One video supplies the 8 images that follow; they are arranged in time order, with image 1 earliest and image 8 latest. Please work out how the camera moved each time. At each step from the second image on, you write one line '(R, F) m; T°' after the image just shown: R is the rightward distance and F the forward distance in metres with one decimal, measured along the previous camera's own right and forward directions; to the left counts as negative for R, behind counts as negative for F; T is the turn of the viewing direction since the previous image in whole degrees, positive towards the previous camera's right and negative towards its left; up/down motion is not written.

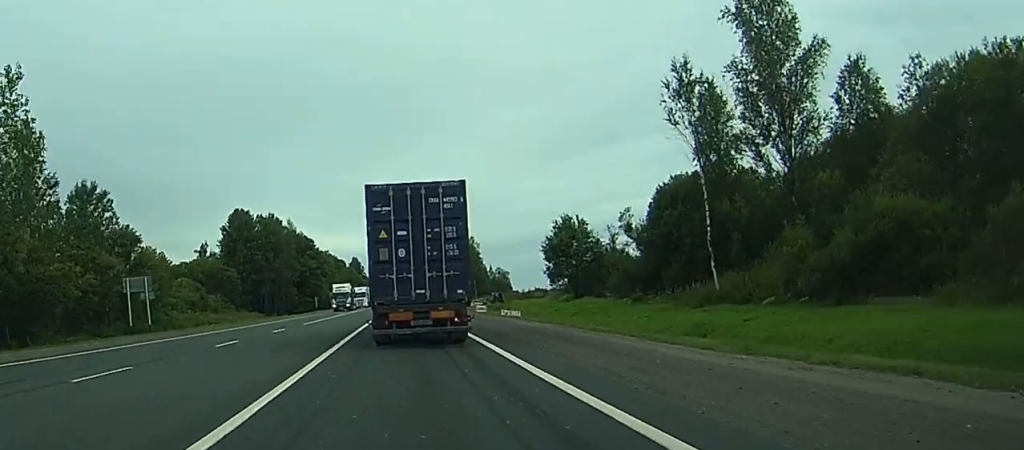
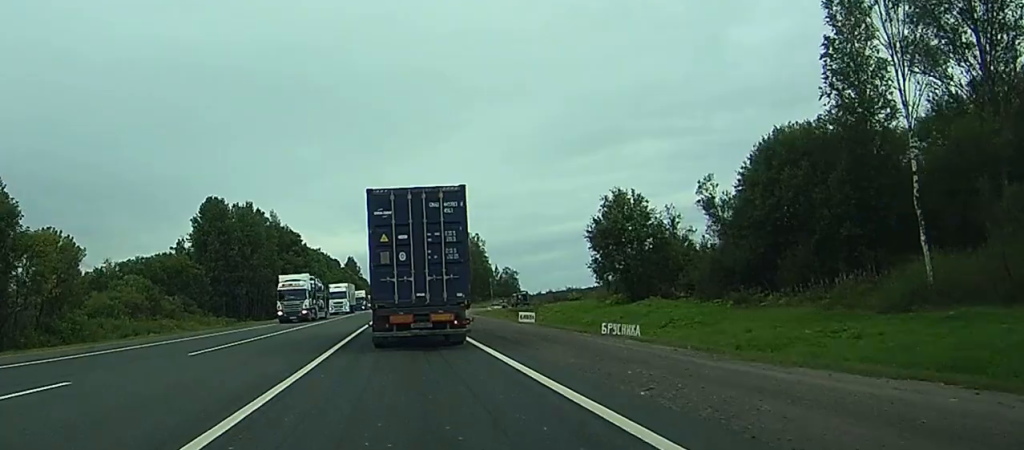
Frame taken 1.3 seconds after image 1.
(0.0, +27.3) m; 0°
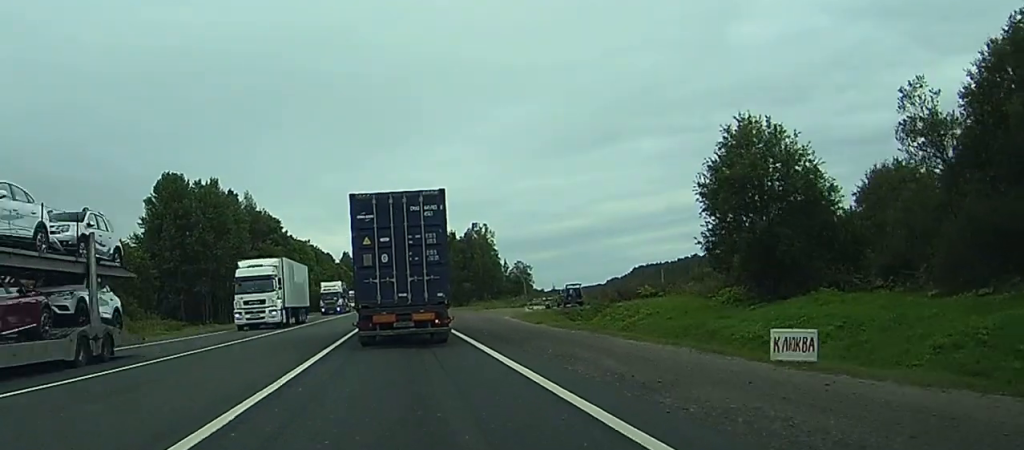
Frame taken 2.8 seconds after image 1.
(-0.1, +31.8) m; 0°
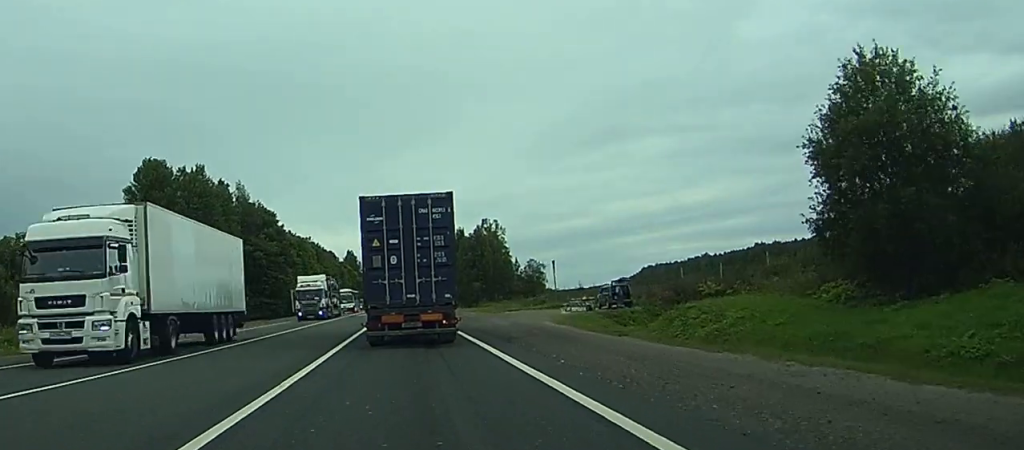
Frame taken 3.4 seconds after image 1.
(0.0, +13.9) m; 0°
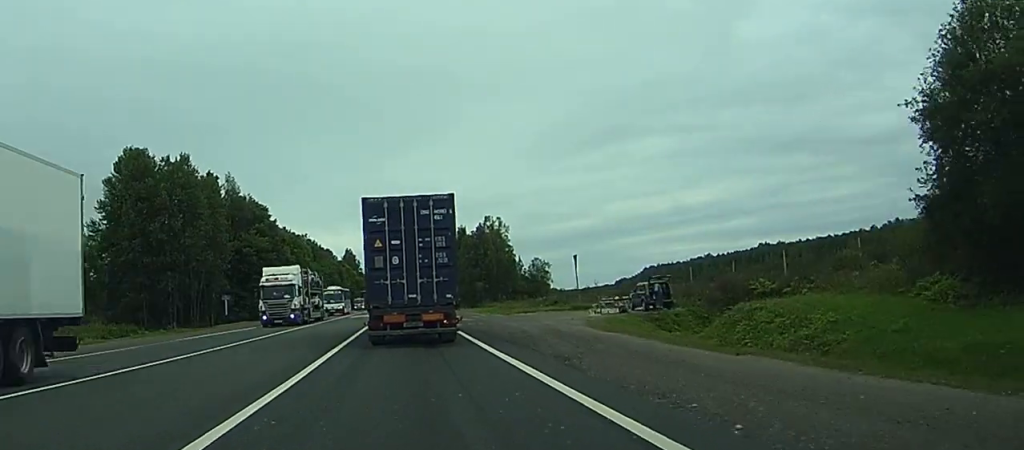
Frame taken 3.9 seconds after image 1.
(0.0, +9.0) m; 0°
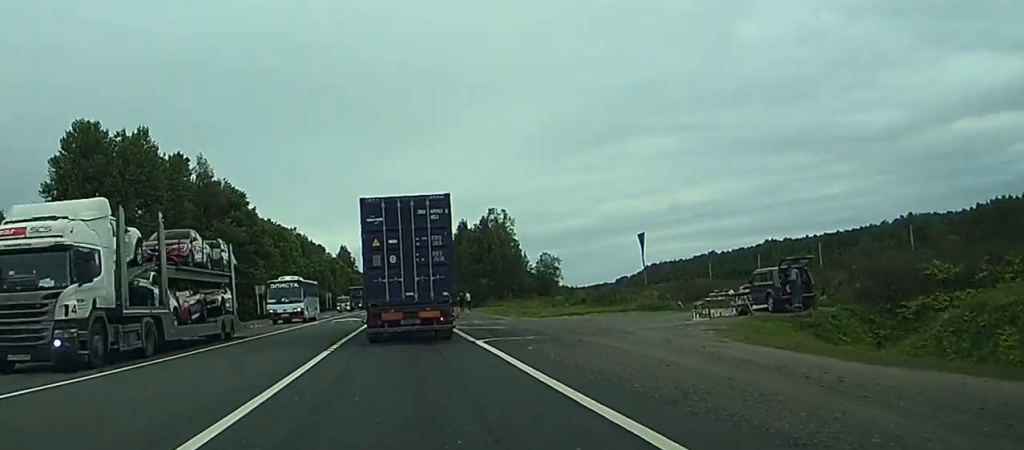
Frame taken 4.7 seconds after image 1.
(-0.1, +17.6) m; 0°
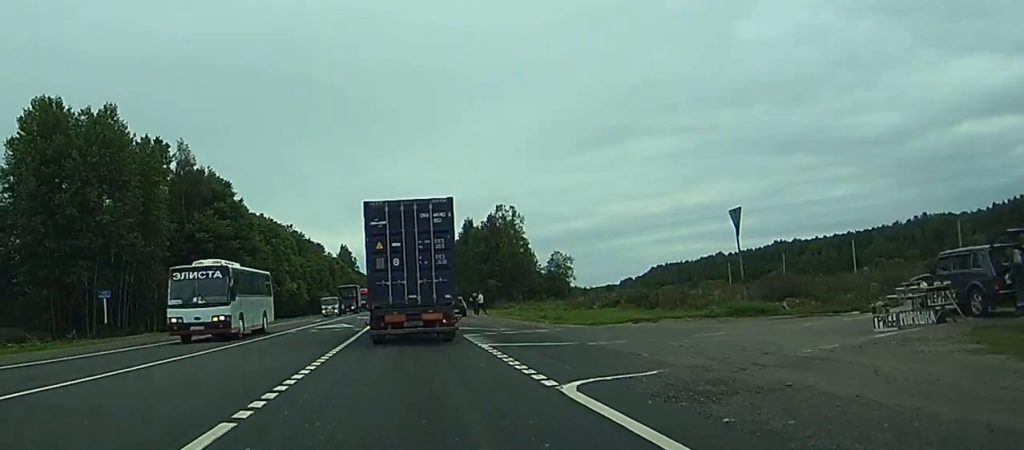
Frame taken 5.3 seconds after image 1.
(0.0, +12.1) m; +1°
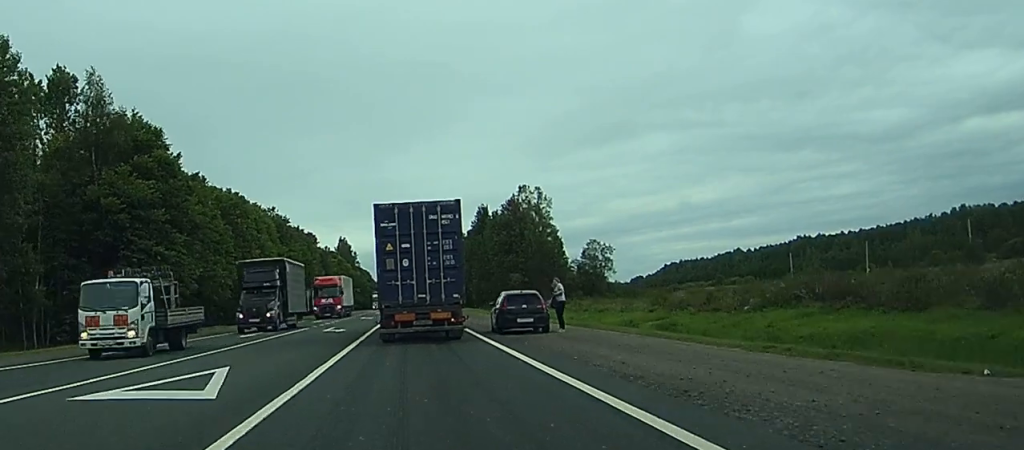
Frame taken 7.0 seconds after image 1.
(+0.5, +33.5) m; -1°
